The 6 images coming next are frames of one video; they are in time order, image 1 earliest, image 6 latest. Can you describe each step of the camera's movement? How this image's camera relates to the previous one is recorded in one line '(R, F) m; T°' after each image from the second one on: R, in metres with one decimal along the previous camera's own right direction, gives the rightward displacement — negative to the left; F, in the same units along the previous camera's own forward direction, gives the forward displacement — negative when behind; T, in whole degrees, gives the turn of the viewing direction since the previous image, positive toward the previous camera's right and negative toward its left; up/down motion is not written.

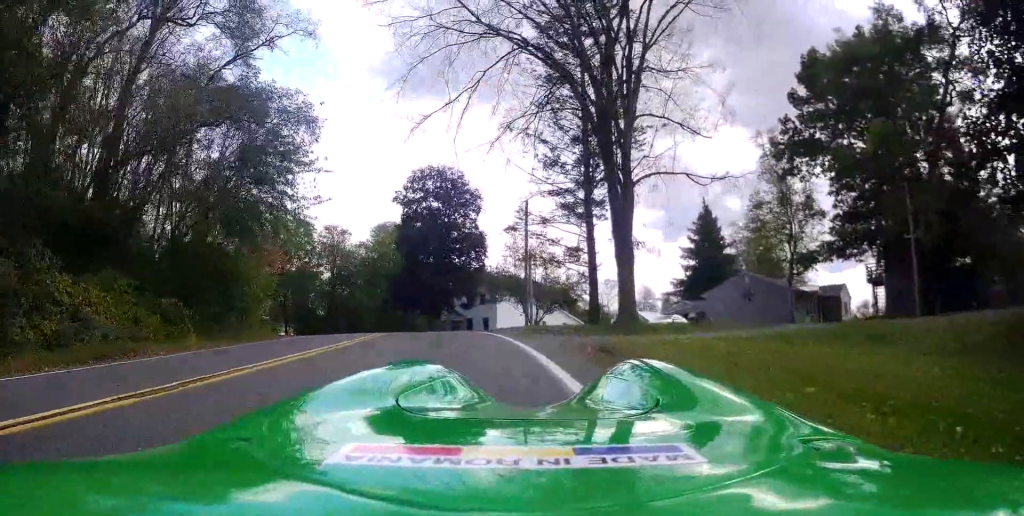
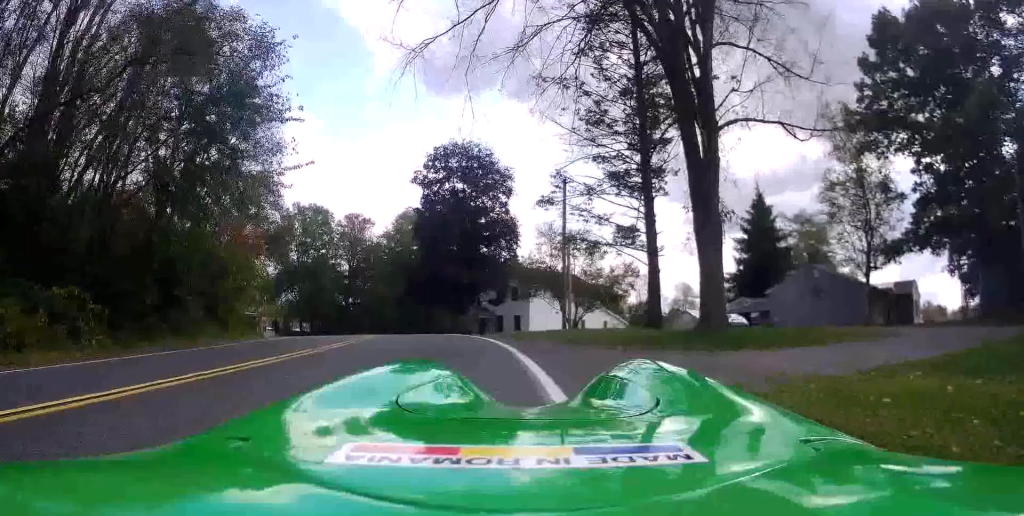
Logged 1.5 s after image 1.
(-0.1, +6.6) m; +3°
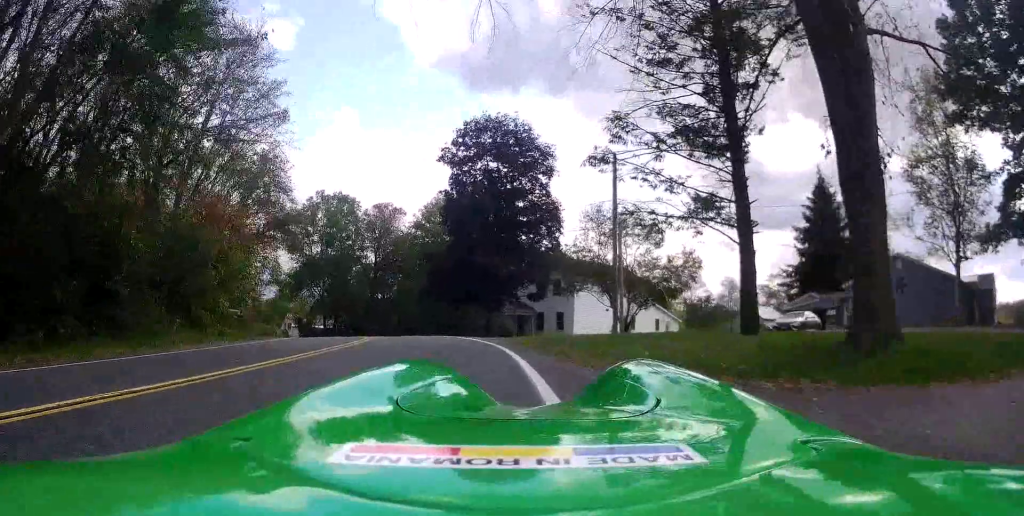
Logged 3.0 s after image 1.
(0.0, +5.4) m; -2°
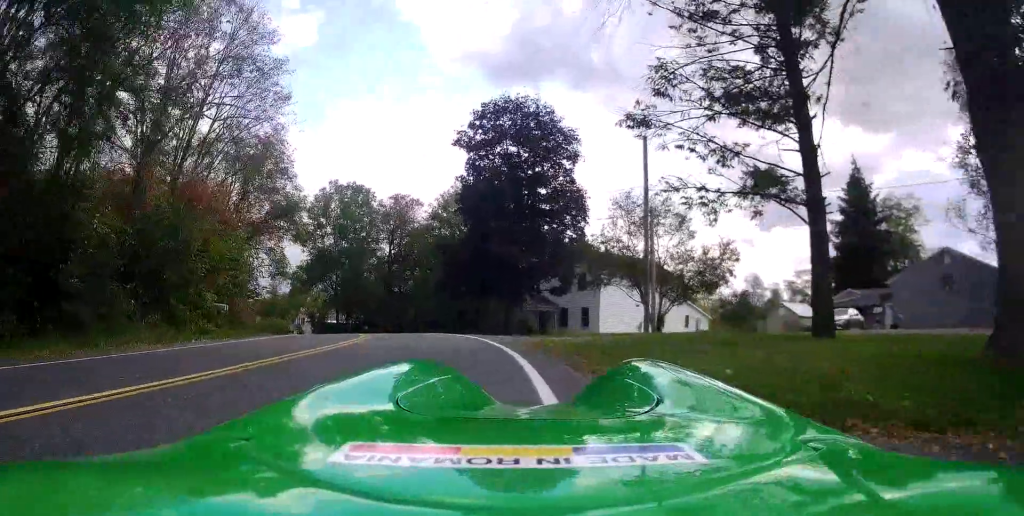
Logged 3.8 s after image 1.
(0.0, +2.9) m; -3°
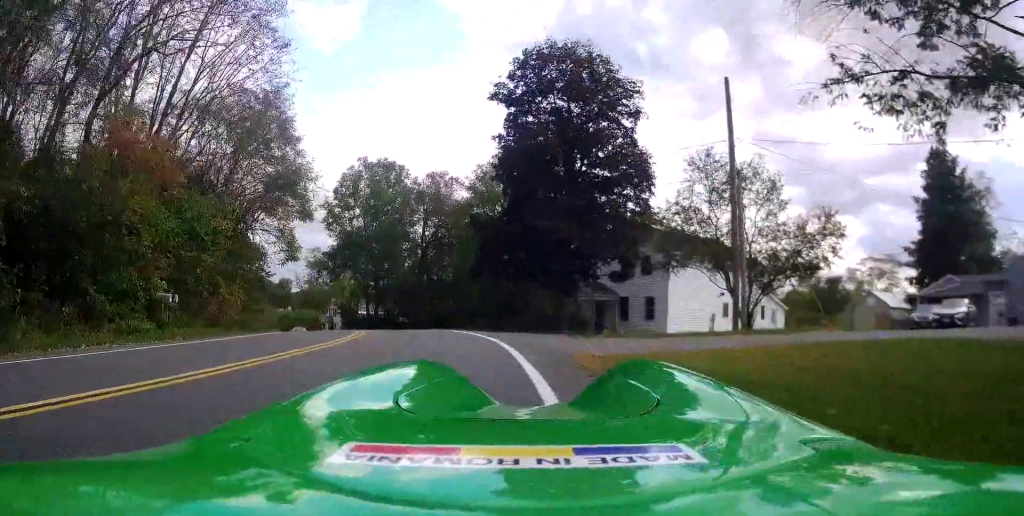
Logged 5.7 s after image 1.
(-0.5, +6.8) m; -11°
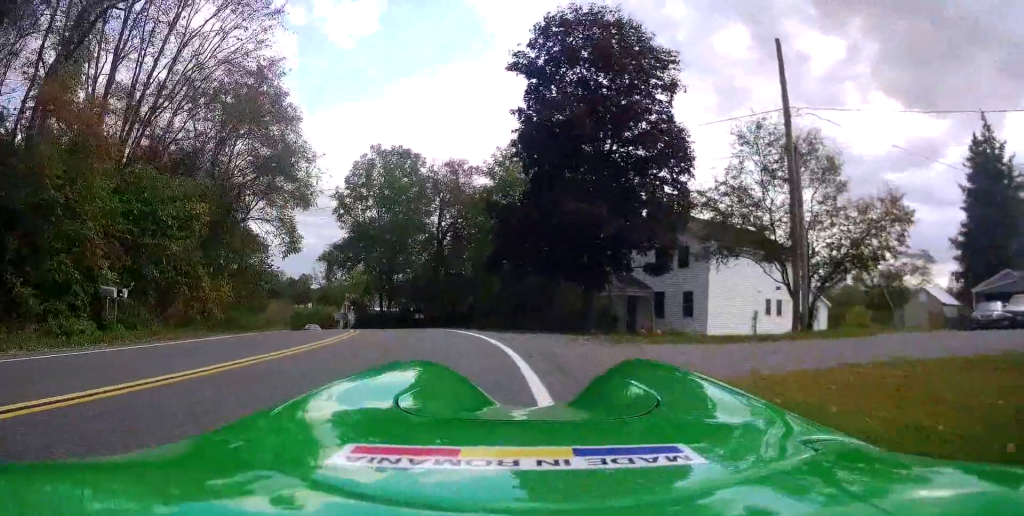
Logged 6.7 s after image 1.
(-0.3, +4.4) m; +3°
